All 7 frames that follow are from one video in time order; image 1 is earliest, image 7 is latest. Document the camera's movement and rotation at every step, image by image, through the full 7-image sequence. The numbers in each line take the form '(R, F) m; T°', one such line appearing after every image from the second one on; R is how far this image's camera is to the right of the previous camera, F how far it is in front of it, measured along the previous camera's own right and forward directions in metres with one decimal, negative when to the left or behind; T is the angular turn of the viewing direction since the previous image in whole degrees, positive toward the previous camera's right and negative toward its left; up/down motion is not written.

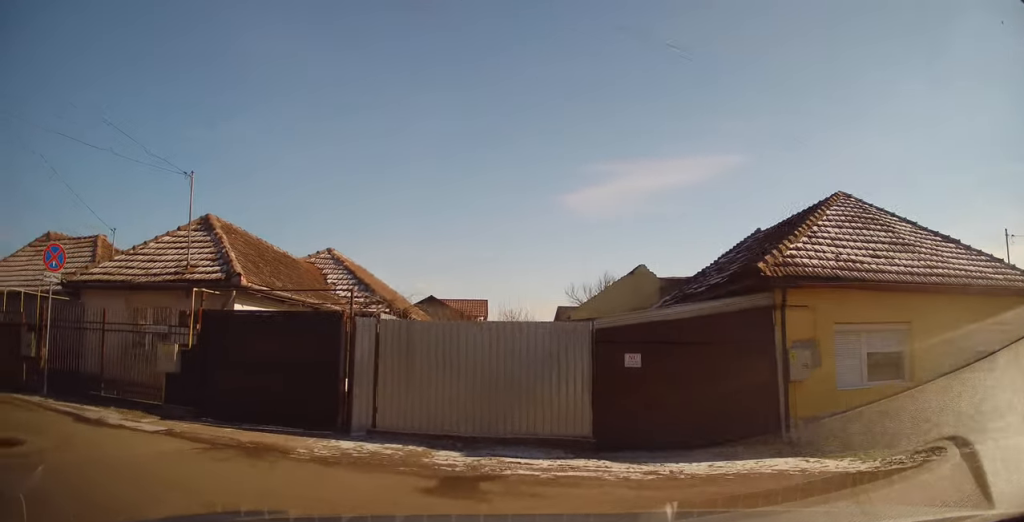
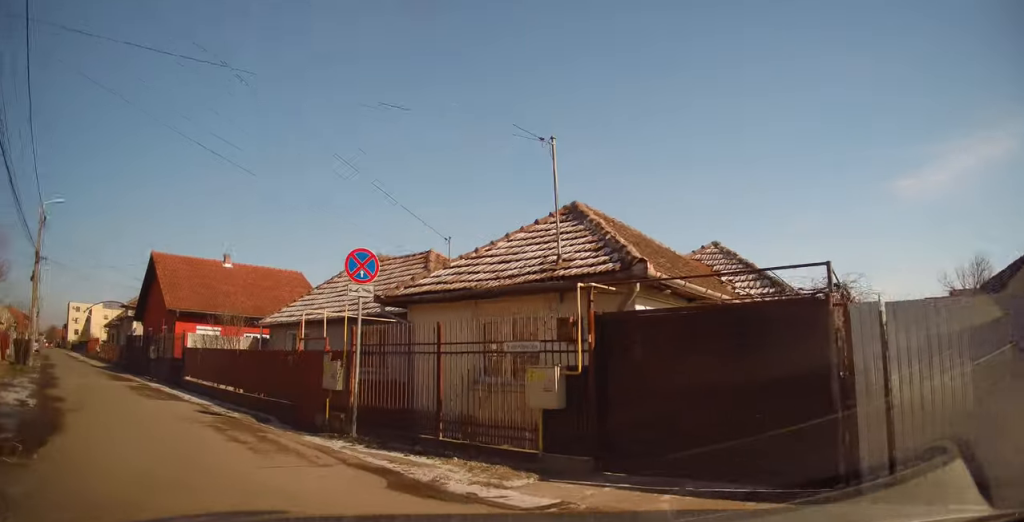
(-0.7, +3.4) m; -24°
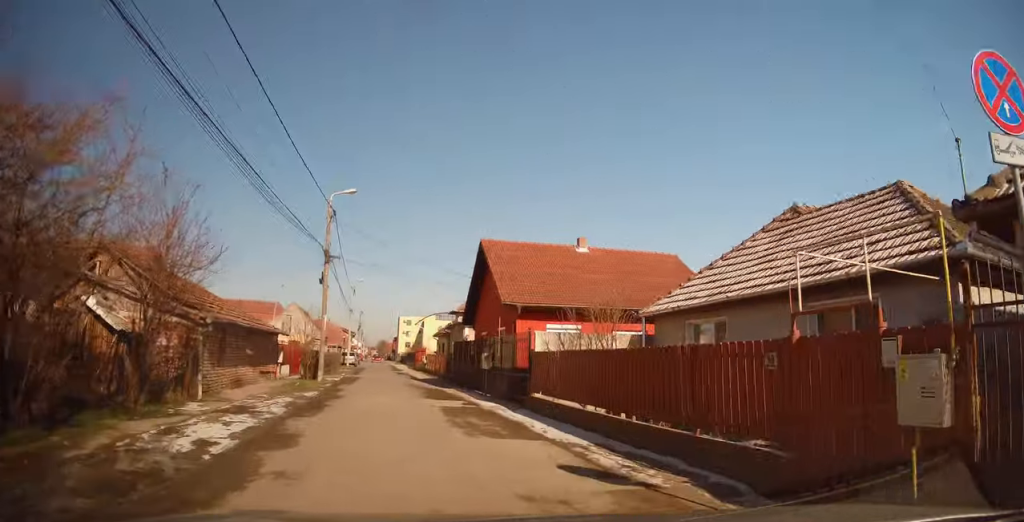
(-1.4, +5.8) m; -17°
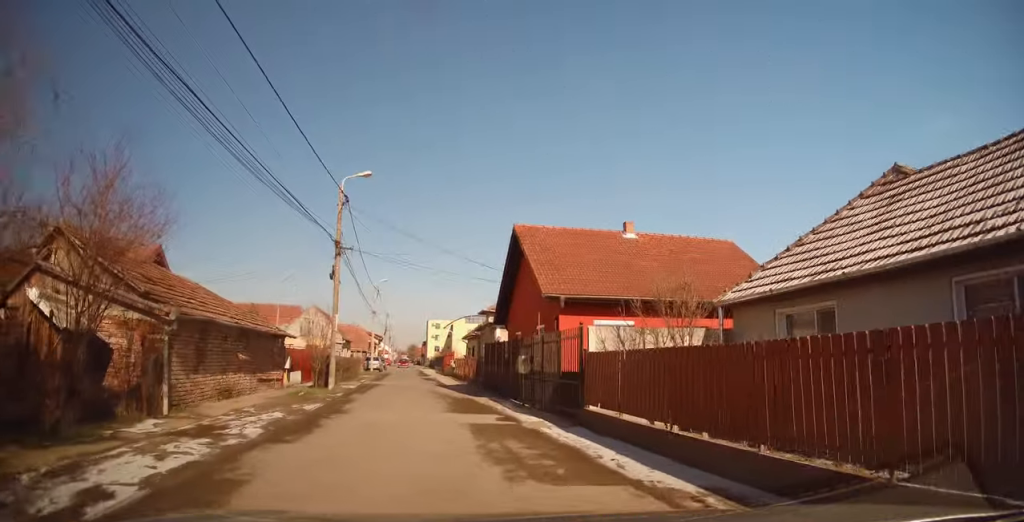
(0.0, +2.6) m; +2°
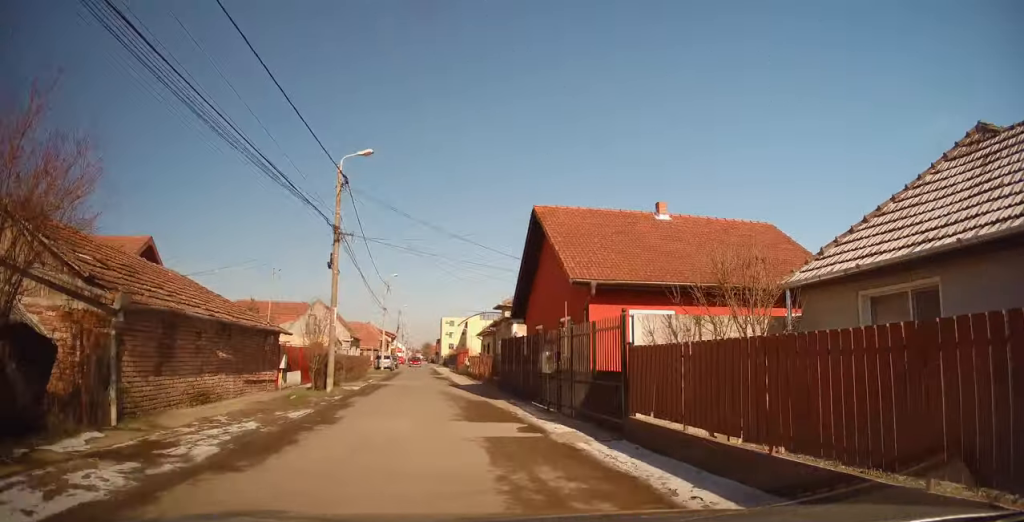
(0.0, +1.9) m; 0°
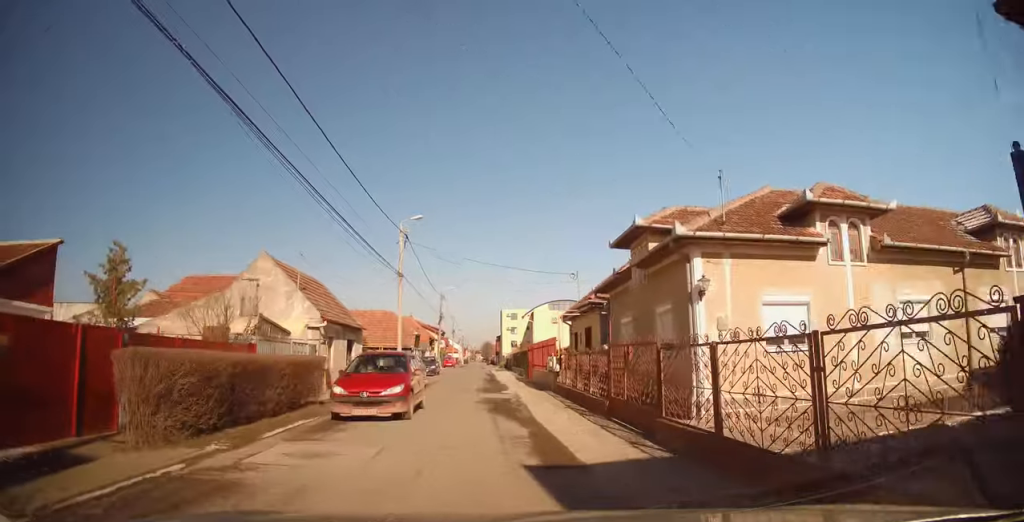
(-1.4, +15.2) m; -9°
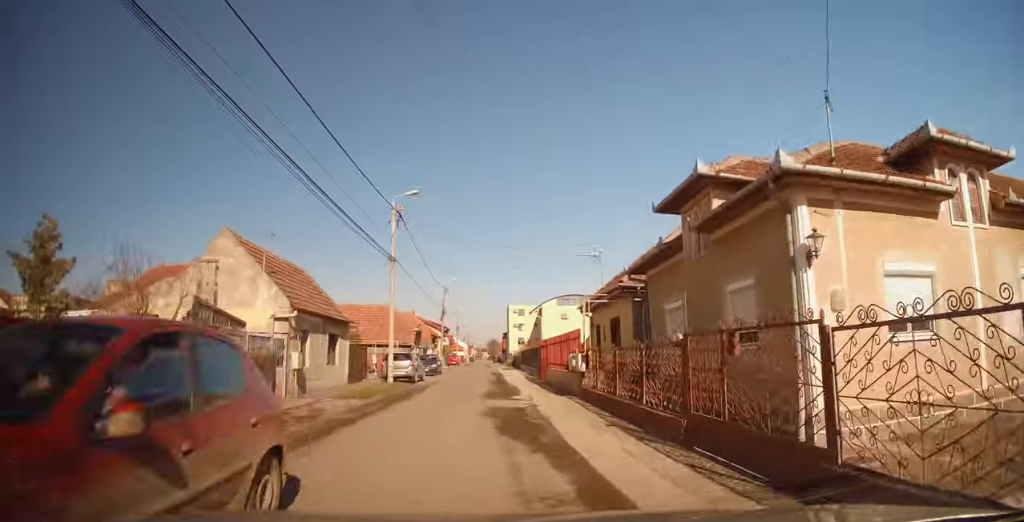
(0.0, +3.3) m; 0°
